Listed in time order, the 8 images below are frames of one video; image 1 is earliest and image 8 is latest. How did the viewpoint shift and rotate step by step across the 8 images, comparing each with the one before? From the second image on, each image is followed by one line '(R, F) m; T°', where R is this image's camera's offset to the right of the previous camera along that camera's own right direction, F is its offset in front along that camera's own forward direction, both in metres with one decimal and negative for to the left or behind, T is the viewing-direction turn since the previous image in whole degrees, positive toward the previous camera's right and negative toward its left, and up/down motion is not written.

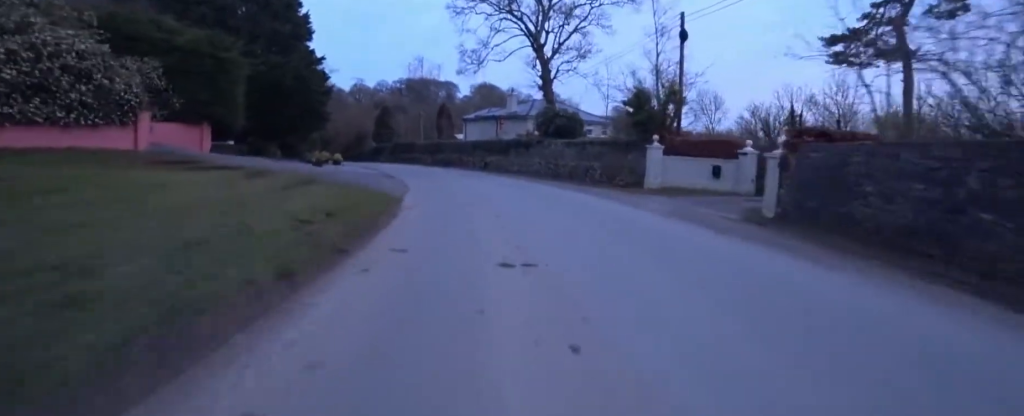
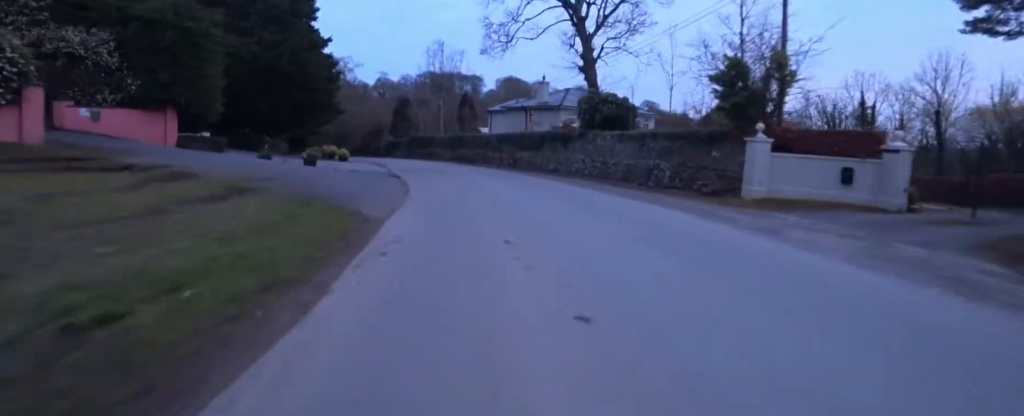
(-0.4, +5.7) m; -4°
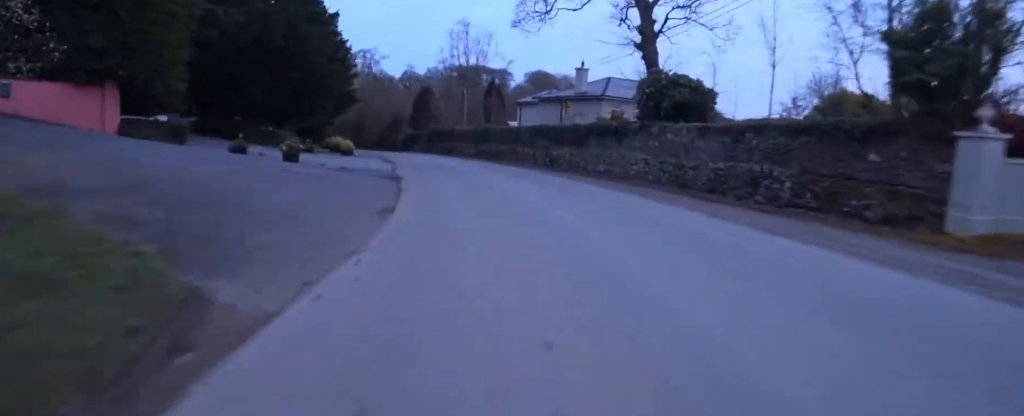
(0.0, +5.6) m; 0°
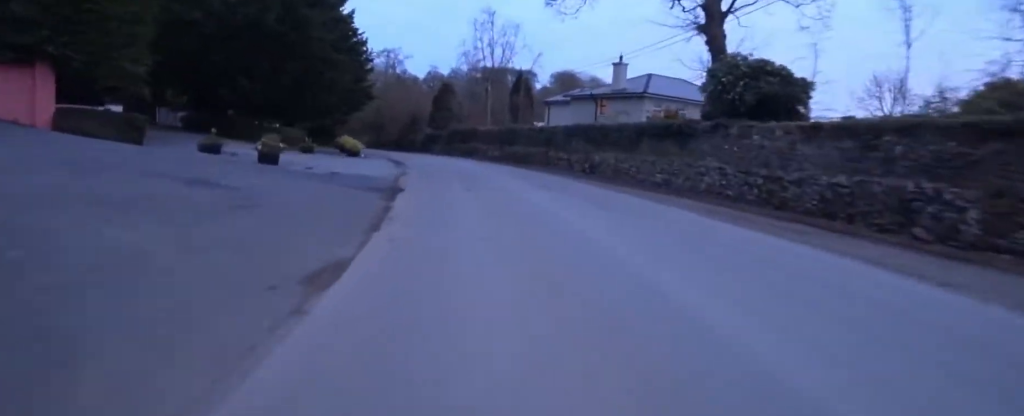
(0.0, +4.0) m; +1°
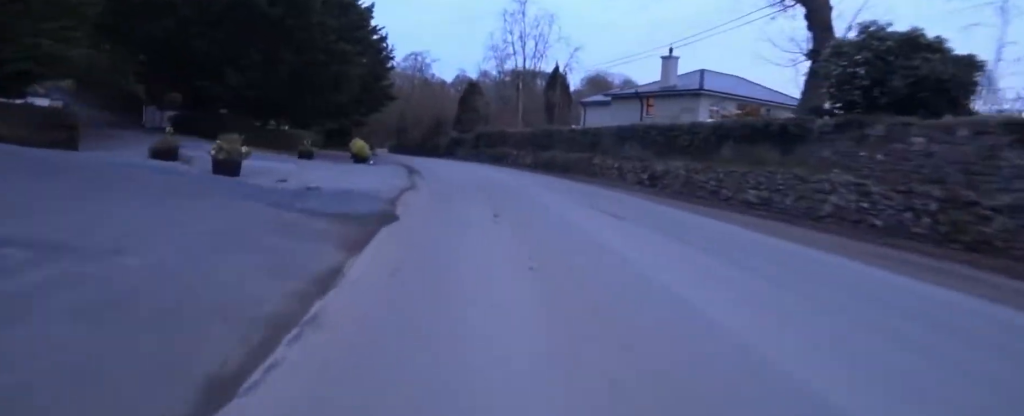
(0.0, +4.1) m; 0°
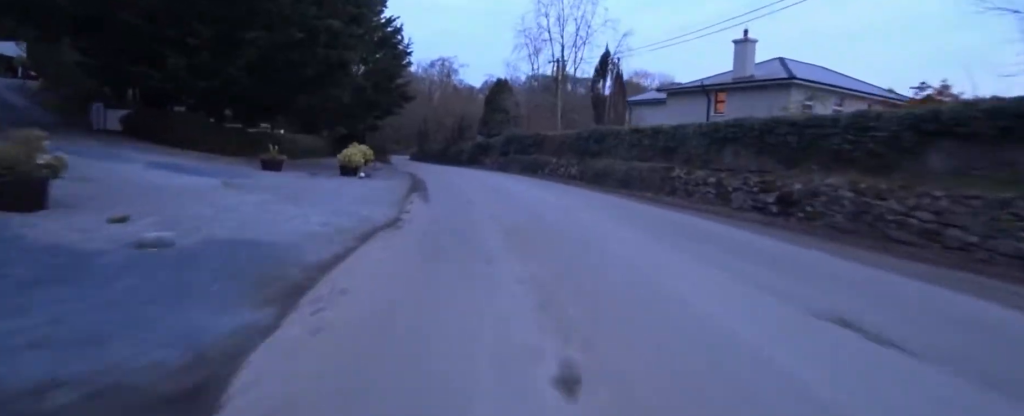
(+0.2, +5.8) m; -6°
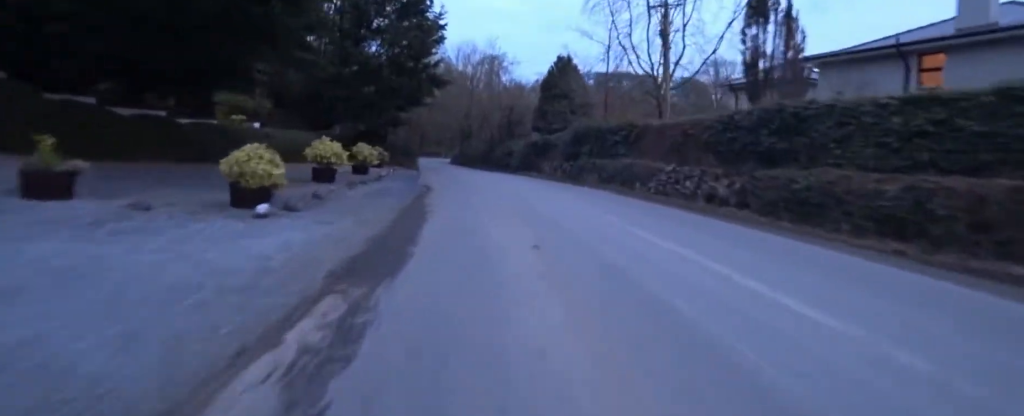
(-1.2, +9.5) m; -2°
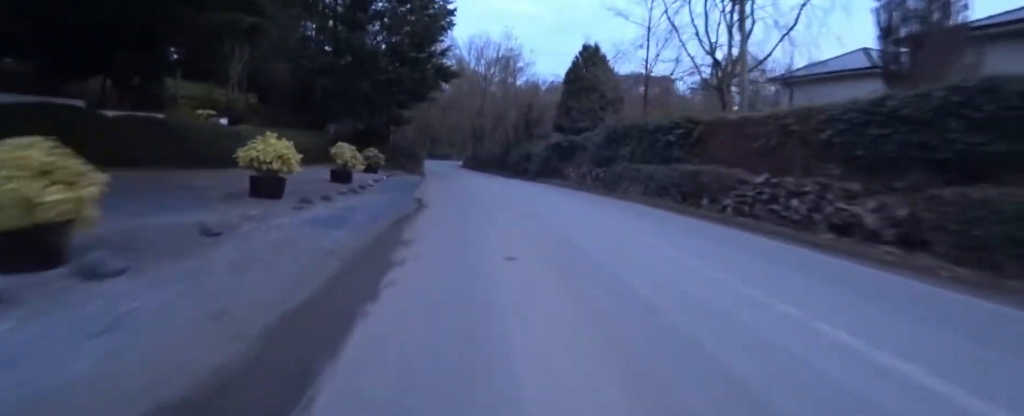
(+0.6, +4.0) m; -1°
